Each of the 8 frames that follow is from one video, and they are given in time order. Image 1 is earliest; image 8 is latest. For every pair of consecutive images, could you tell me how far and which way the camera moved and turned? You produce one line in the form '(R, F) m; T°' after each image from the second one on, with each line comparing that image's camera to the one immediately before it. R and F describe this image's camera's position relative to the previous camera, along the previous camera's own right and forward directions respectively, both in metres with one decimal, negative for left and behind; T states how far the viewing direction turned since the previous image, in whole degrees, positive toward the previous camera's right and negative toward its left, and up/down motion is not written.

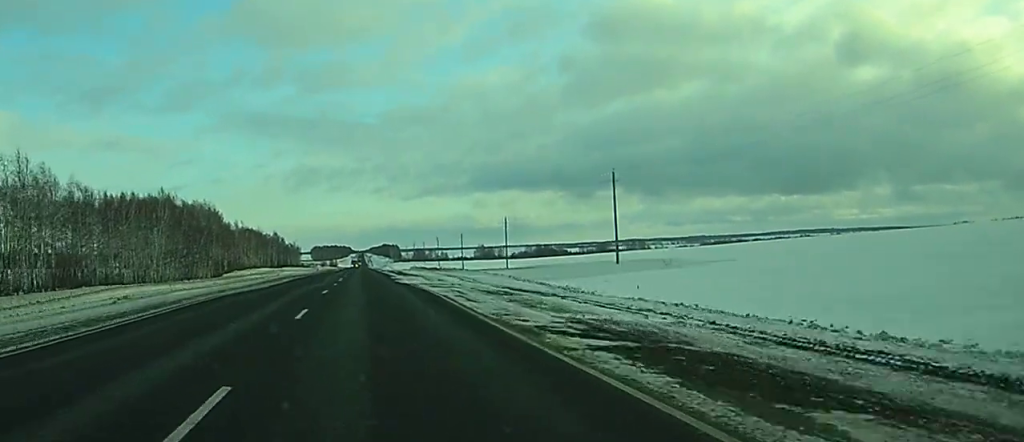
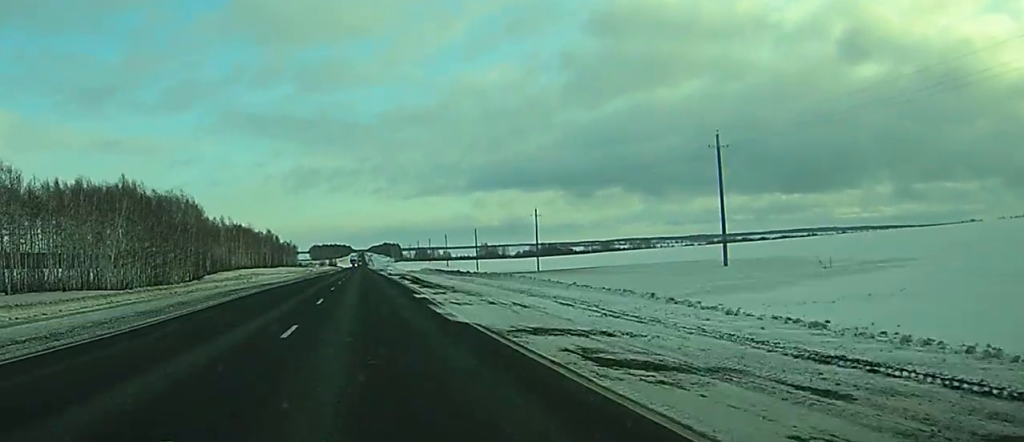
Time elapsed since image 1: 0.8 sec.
(0.0, +26.1) m; 0°
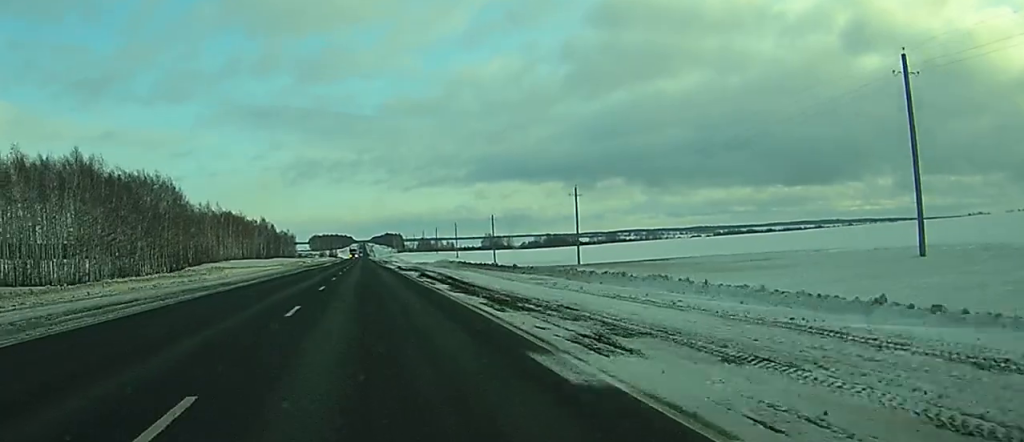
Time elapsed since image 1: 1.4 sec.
(0.0, +22.8) m; 0°
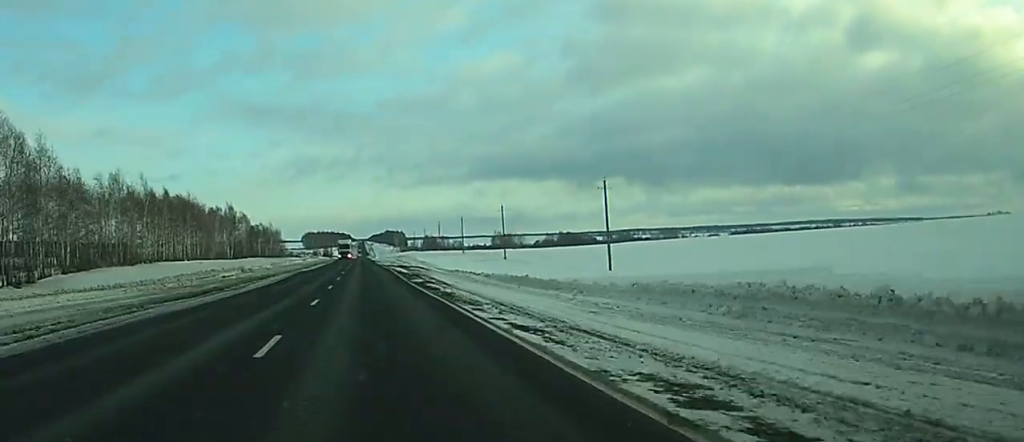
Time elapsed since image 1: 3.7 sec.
(-0.1, +77.5) m; 0°
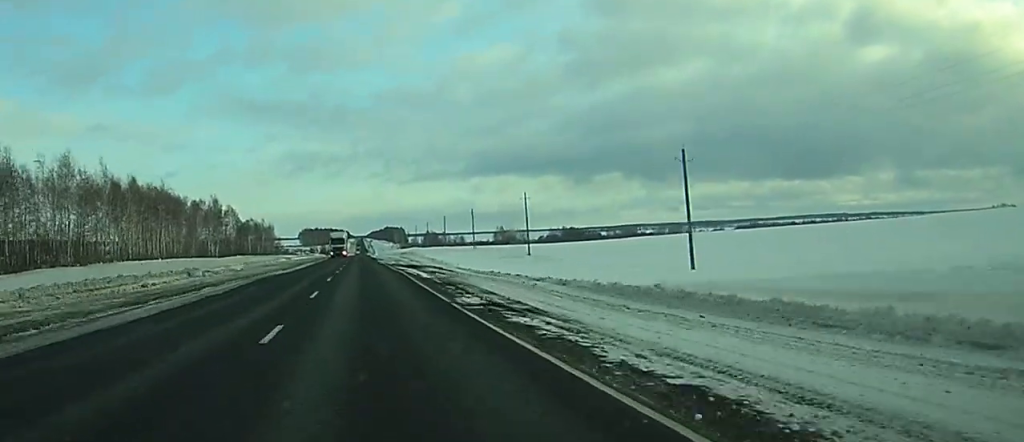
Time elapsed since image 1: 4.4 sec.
(0.0, +22.8) m; 0°
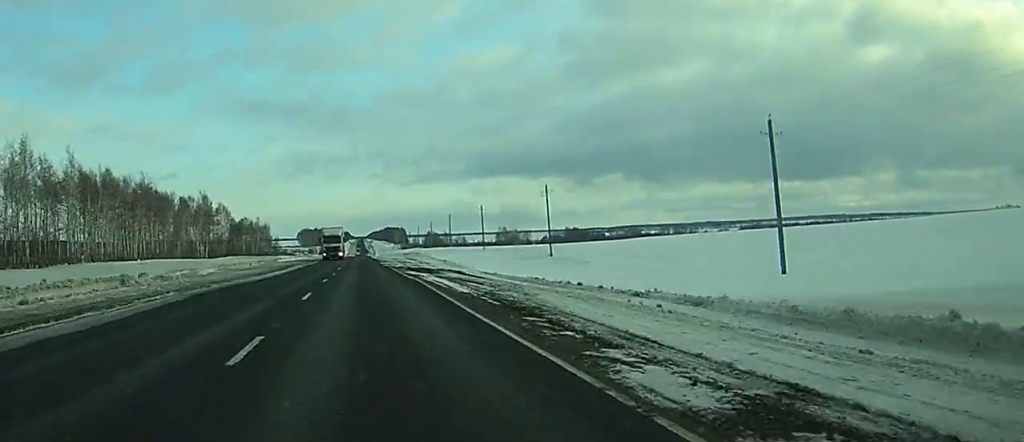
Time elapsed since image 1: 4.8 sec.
(0.0, +14.8) m; 0°
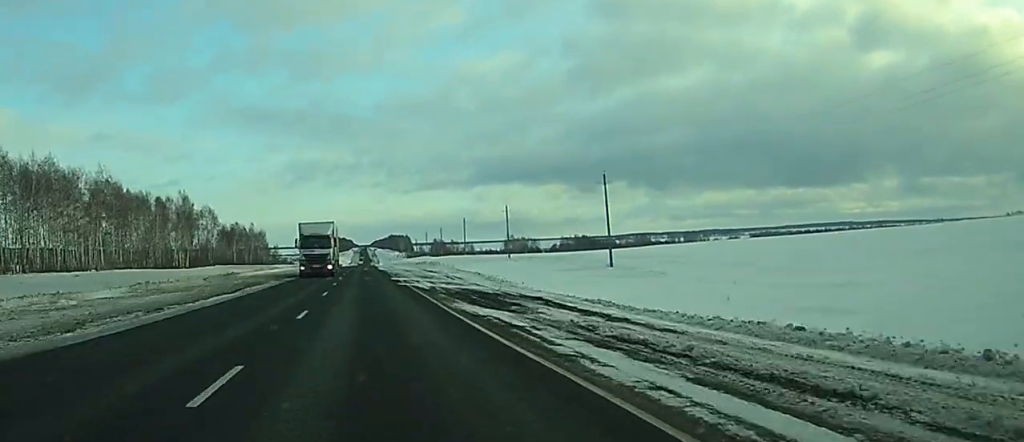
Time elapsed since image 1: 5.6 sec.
(-0.1, +26.1) m; 0°
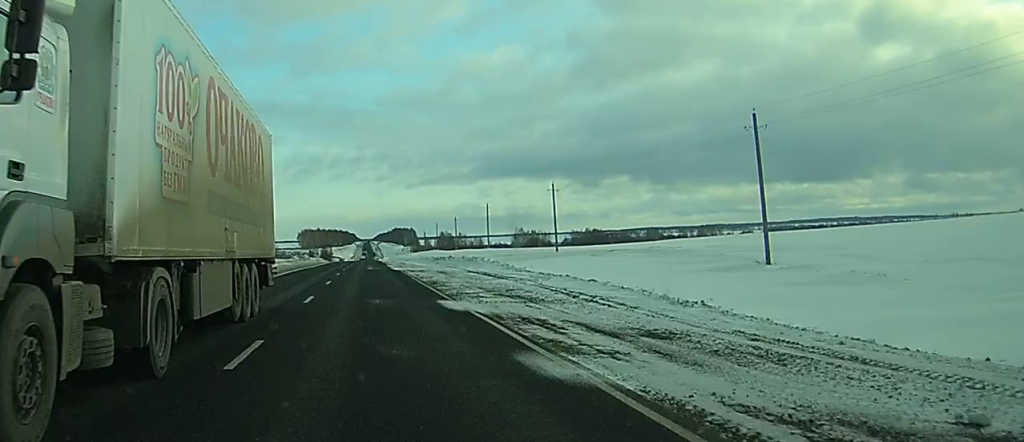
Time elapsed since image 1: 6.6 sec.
(-0.1, +34.1) m; 0°
